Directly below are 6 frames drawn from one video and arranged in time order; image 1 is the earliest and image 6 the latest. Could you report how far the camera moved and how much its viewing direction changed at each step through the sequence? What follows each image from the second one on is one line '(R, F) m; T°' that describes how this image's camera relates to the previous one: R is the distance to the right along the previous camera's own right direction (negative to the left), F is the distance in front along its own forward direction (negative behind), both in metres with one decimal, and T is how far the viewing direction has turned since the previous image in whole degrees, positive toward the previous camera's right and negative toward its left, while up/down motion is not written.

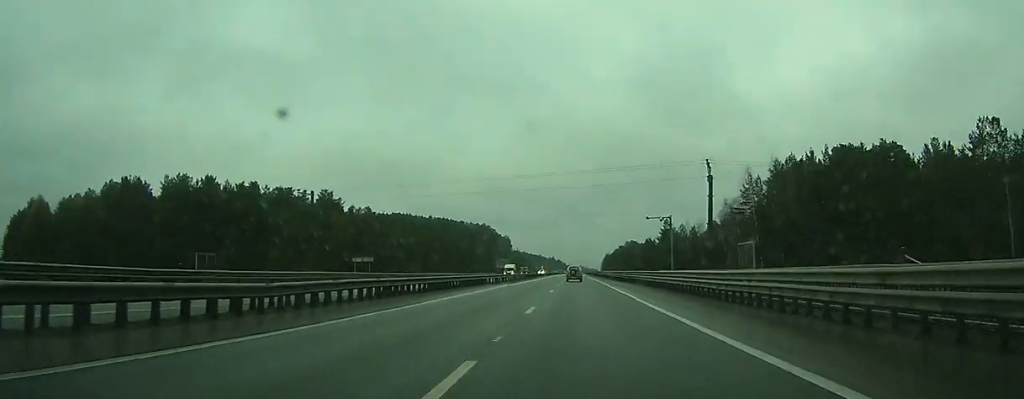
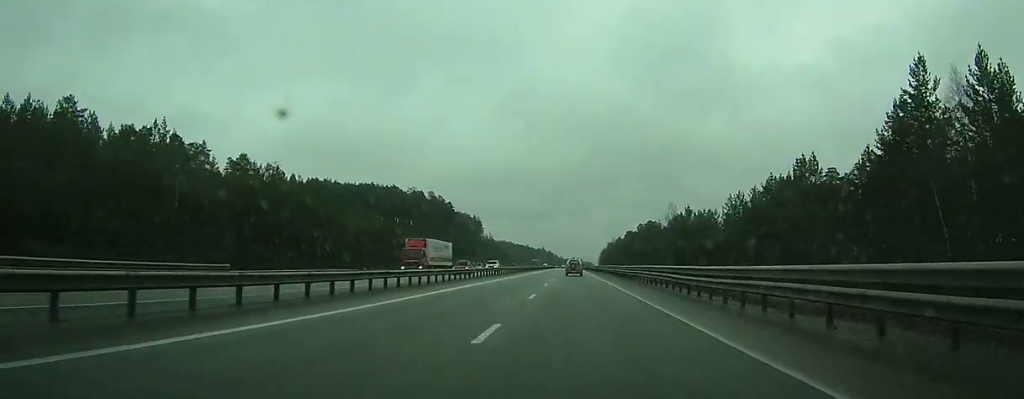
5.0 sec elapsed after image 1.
(-0.3, +116.9) m; 0°
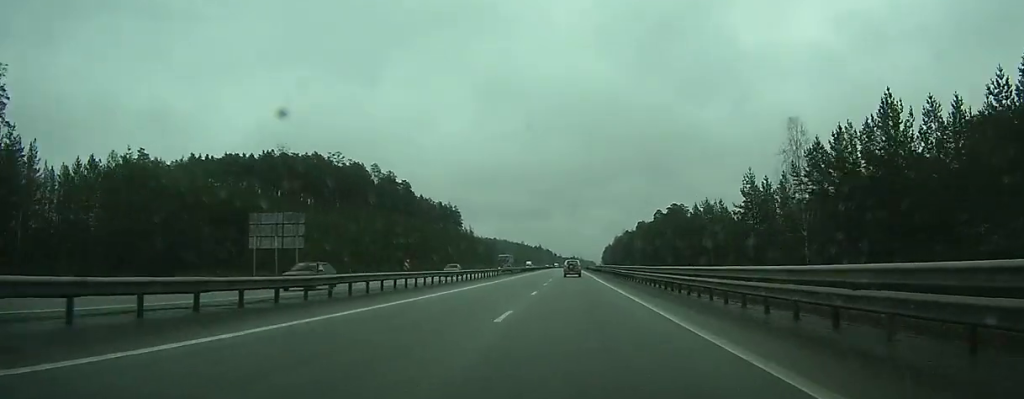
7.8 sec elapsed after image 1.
(+0.4, +69.5) m; 0°
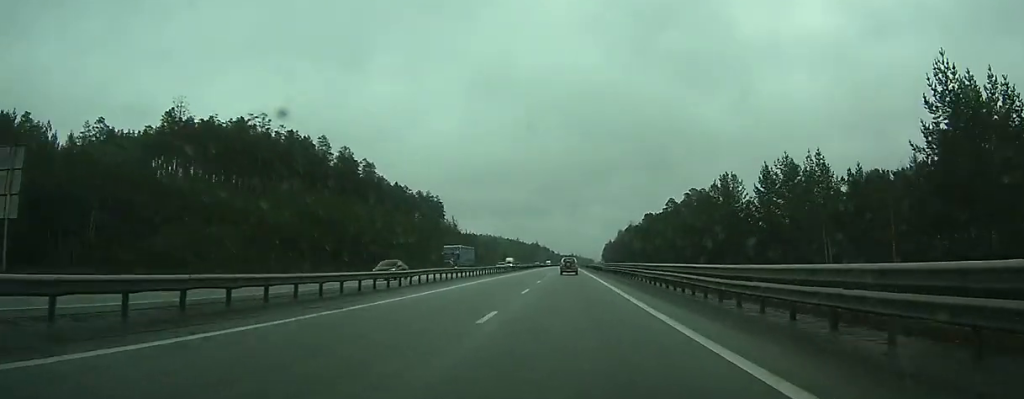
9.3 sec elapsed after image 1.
(-0.1, +38.1) m; 0°
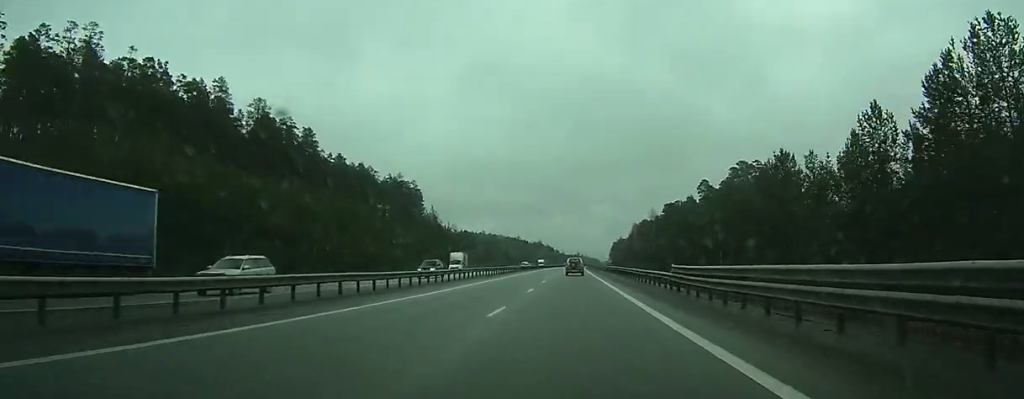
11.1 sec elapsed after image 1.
(-0.1, +48.0) m; 0°
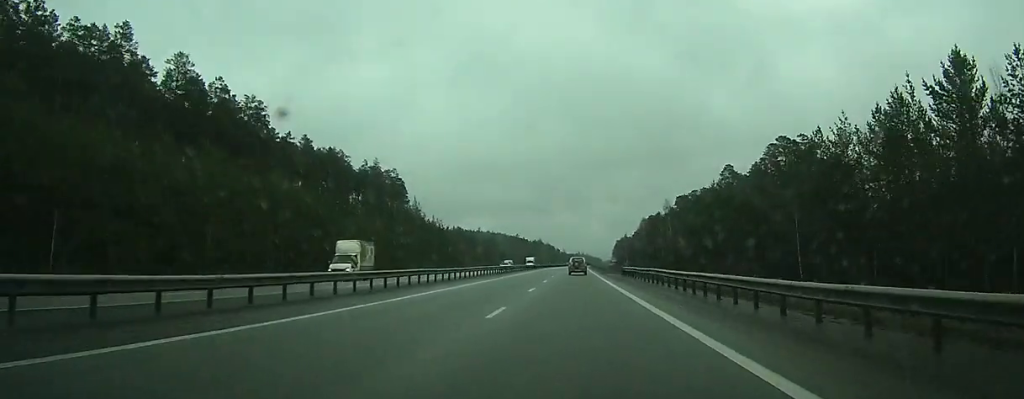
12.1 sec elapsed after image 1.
(+0.1, +25.5) m; 0°
